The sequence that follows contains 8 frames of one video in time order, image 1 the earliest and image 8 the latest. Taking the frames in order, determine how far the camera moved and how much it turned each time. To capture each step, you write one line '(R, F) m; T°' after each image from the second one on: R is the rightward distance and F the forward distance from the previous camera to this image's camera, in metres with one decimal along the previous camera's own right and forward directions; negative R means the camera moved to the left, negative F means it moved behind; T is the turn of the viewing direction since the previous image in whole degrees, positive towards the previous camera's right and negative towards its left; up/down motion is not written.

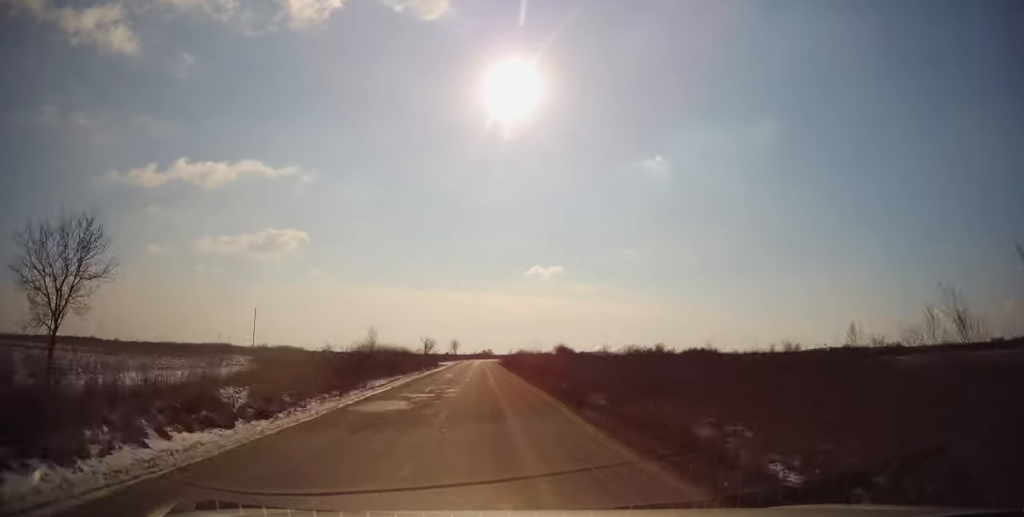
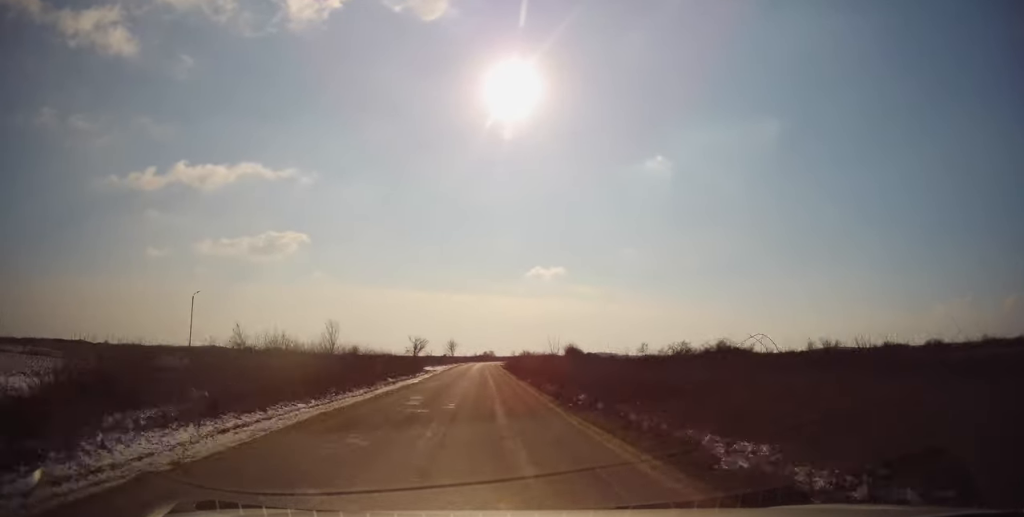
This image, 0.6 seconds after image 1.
(-0.1, +14.5) m; 0°
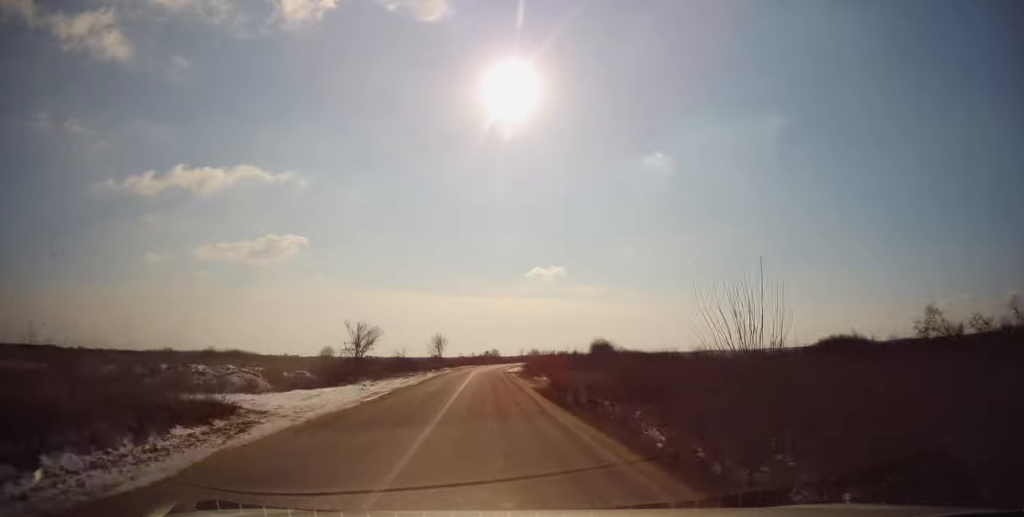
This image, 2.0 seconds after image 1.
(-0.1, +33.6) m; -1°
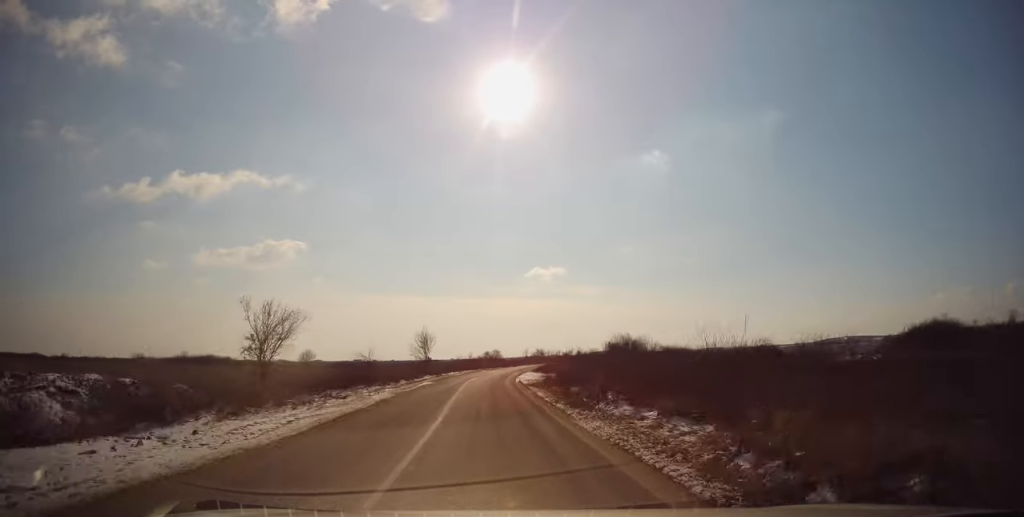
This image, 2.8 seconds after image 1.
(-0.2, +17.4) m; +1°
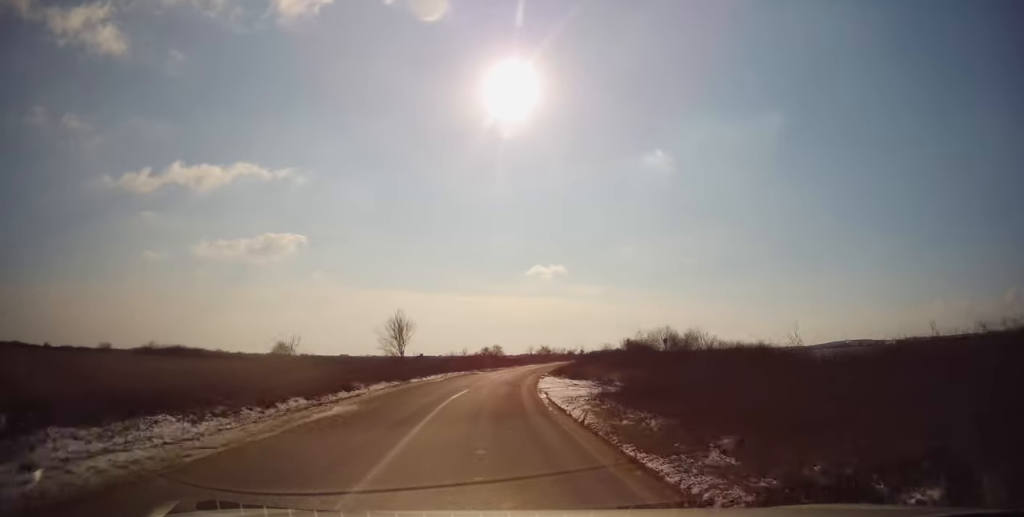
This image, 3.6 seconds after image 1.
(+0.3, +17.2) m; +1°
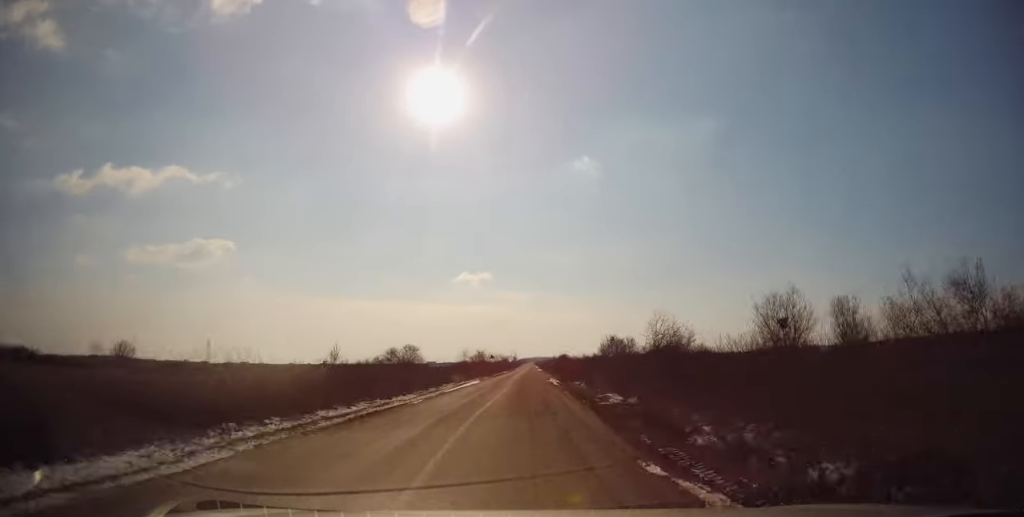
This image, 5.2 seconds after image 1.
(+0.8, +36.2) m; +5°
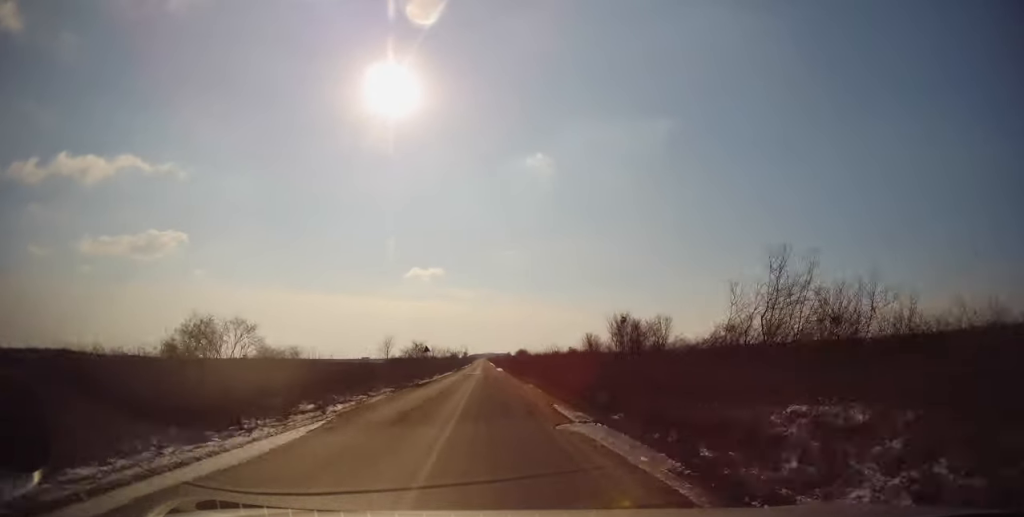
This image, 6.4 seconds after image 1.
(+1.8, +27.9) m; +5°
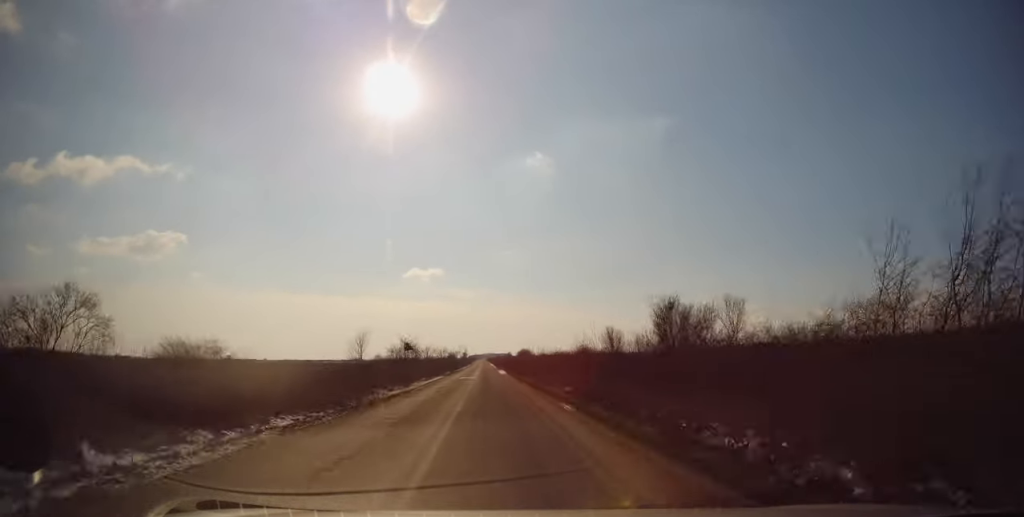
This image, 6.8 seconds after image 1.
(0.0, +11.1) m; +1°
